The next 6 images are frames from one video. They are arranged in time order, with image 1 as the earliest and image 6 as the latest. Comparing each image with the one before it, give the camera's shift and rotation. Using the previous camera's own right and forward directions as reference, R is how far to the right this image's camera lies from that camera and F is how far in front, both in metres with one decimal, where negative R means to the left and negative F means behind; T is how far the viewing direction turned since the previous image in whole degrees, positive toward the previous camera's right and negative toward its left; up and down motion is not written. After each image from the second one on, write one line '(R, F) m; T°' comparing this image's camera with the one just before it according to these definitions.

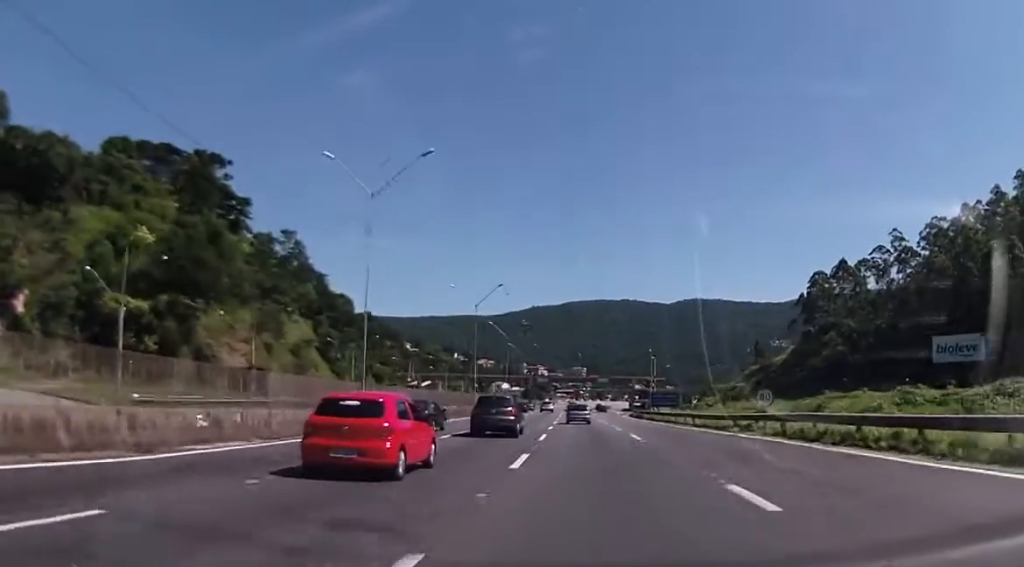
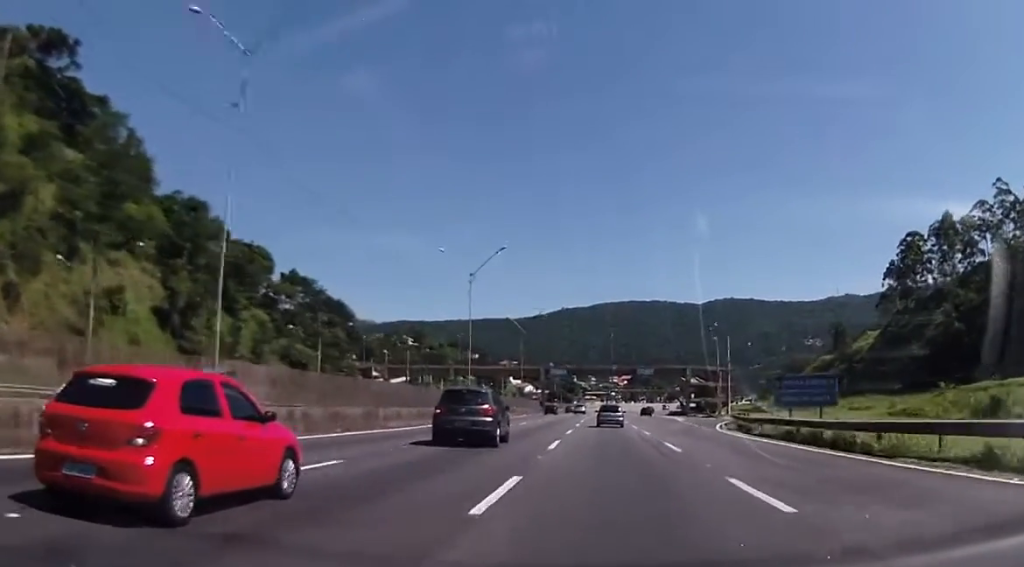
(-2.6, +58.6) m; -4°
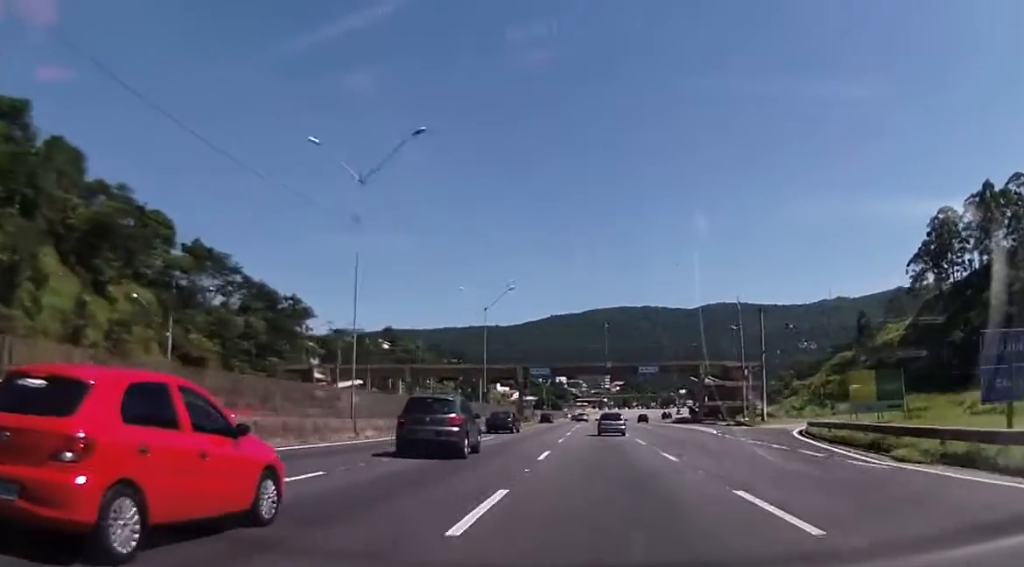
(-0.3, +26.8) m; 0°
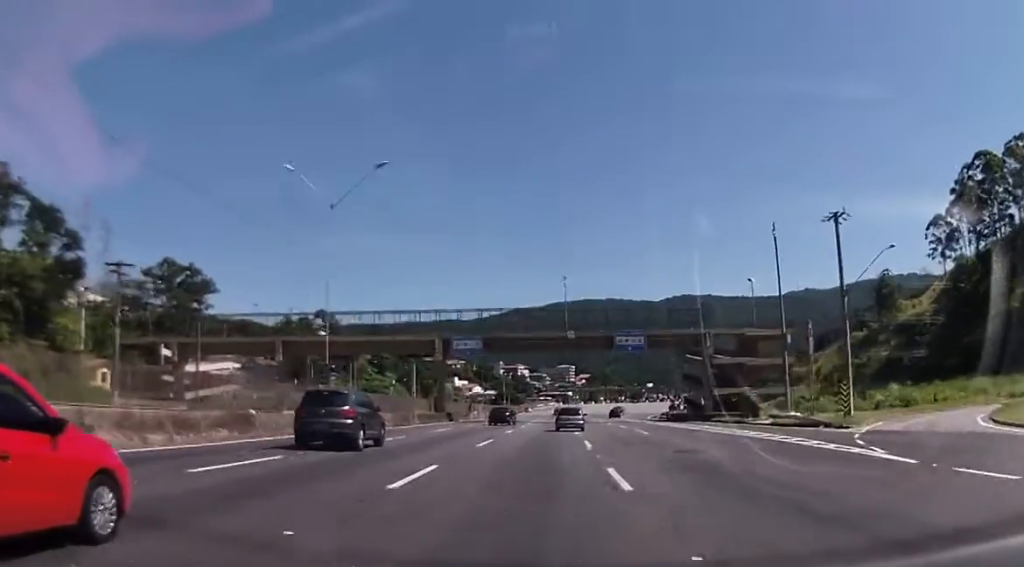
(+0.7, +35.7) m; +3°
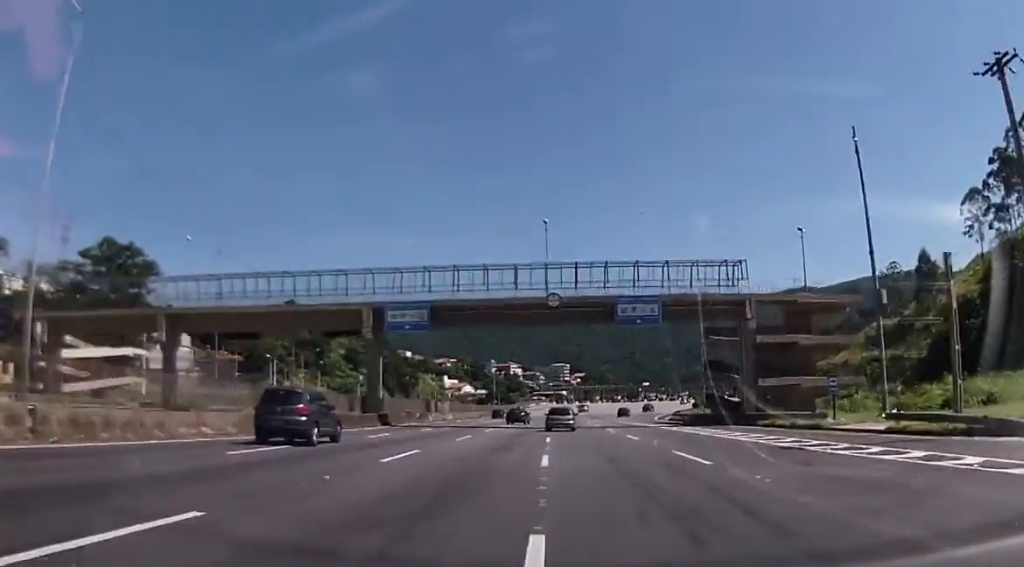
(+0.4, +21.4) m; 0°
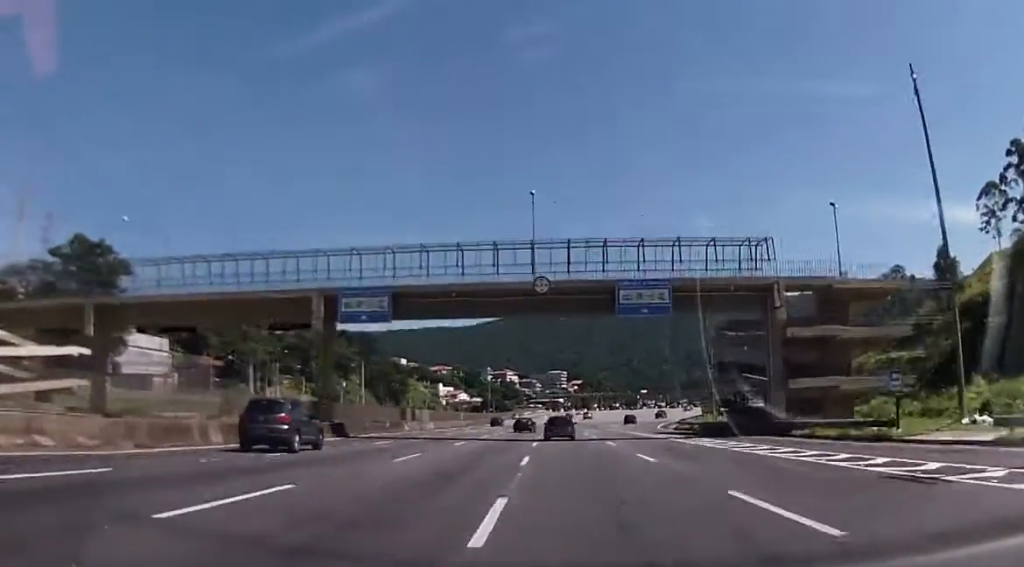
(-0.1, +9.0) m; 0°
